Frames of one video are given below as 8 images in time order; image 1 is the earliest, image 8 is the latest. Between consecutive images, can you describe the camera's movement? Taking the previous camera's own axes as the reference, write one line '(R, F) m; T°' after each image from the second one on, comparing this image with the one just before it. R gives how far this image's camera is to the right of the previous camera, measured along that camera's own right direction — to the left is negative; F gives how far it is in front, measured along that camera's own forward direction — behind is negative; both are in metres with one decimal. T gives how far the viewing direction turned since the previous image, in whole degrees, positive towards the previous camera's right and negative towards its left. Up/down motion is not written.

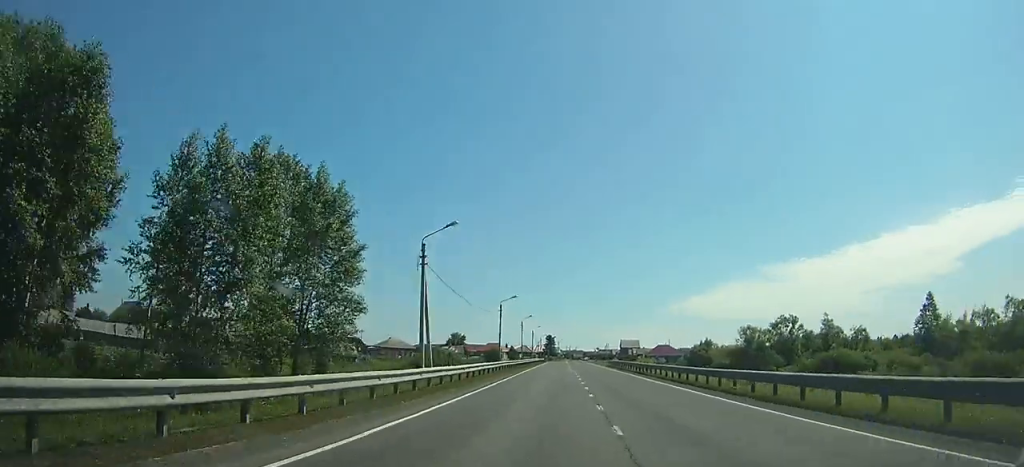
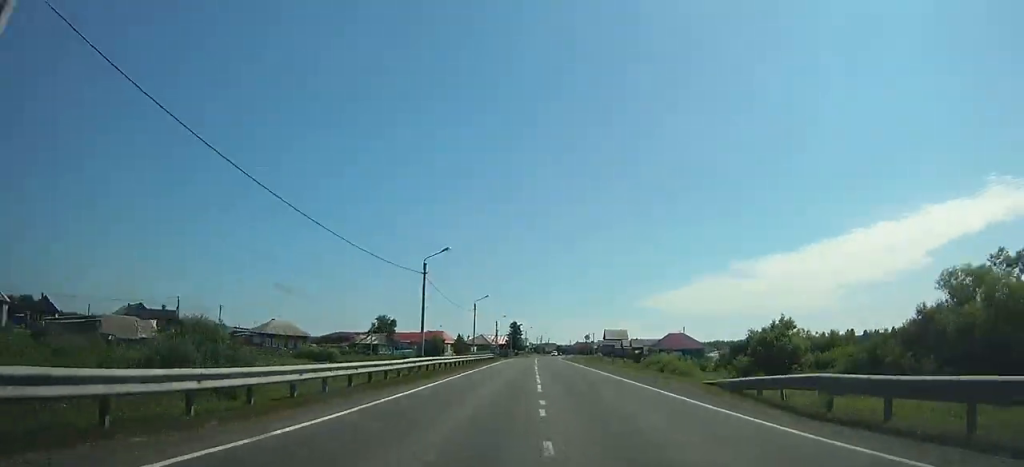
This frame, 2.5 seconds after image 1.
(+0.4, +54.8) m; +1°
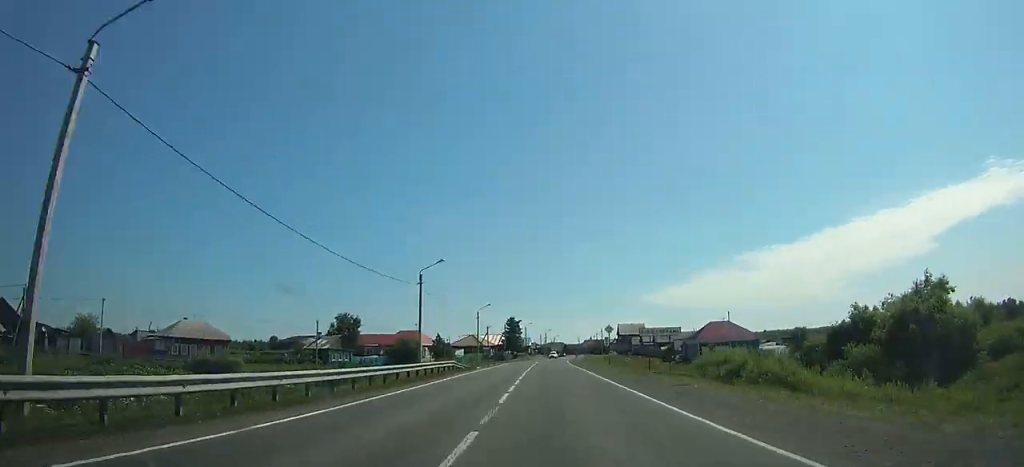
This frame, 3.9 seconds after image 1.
(+0.2, +30.6) m; +1°
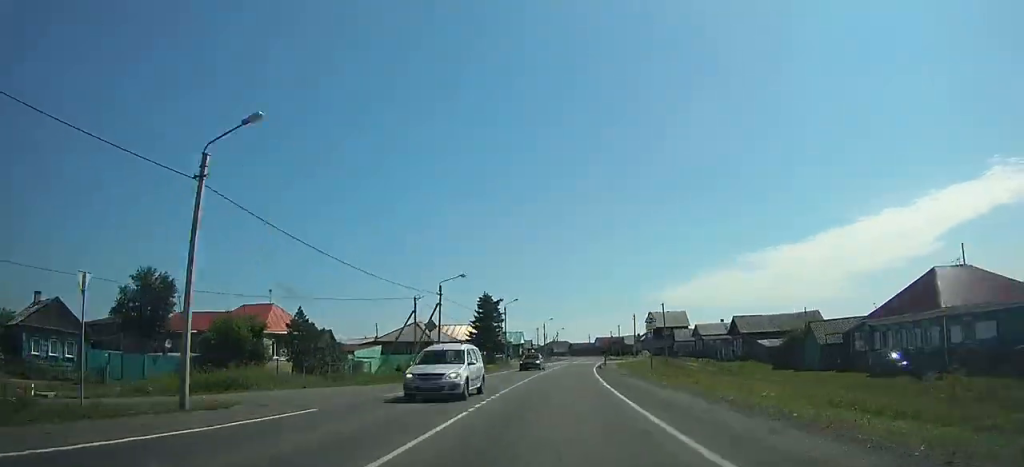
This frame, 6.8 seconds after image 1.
(+0.1, +62.2) m; +1°
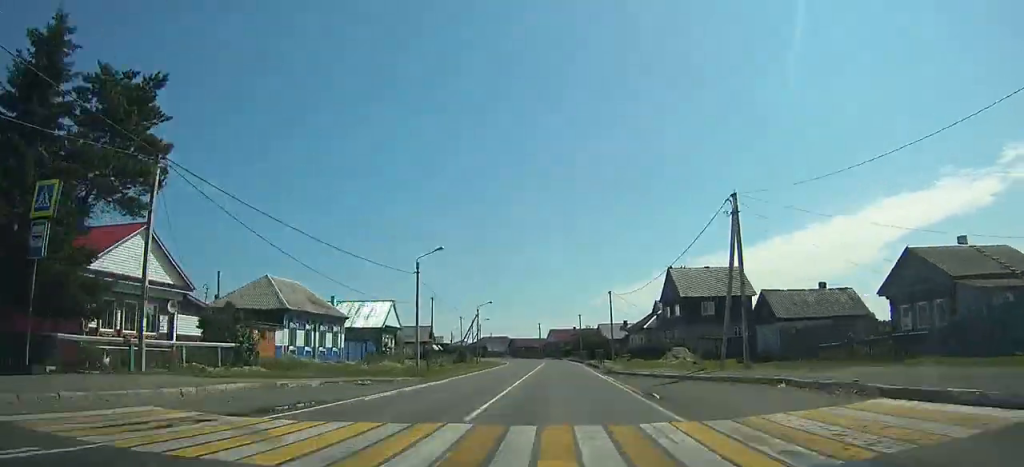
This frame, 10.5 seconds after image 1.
(+2.2, +75.9) m; +2°
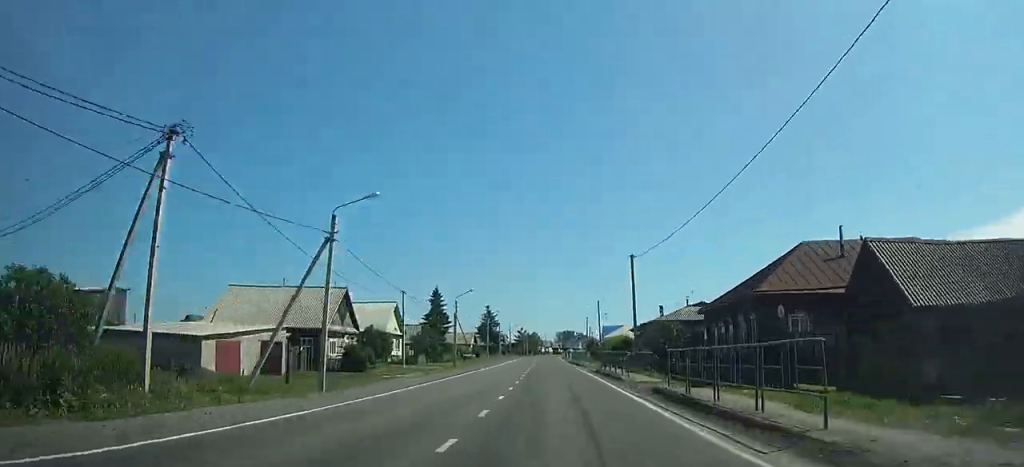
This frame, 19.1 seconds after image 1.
(-18.0, +161.2) m; -16°
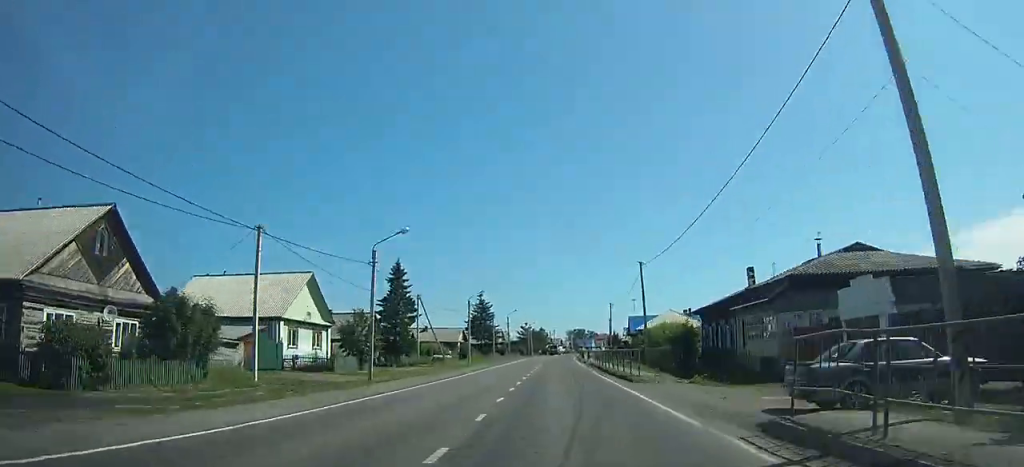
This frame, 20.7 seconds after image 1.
(+1.6, +28.7) m; -5°
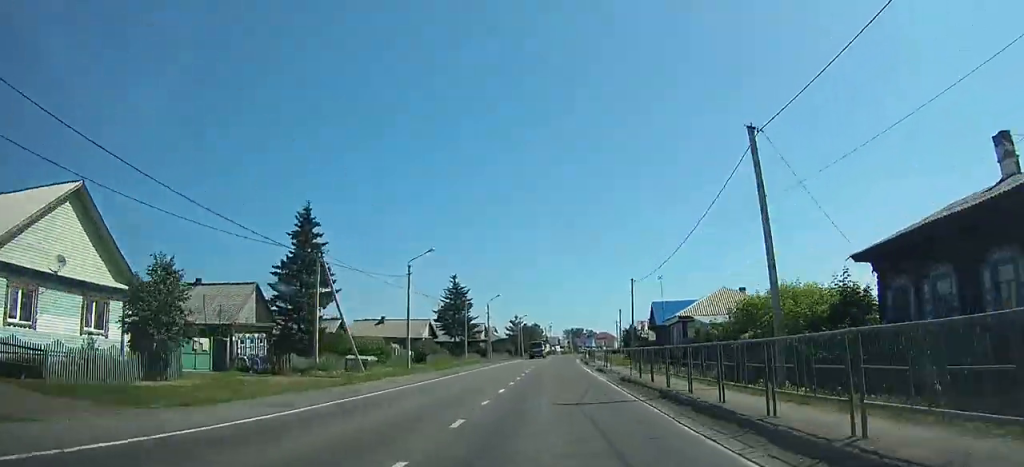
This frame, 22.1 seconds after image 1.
(-0.2, +24.7) m; -4°
